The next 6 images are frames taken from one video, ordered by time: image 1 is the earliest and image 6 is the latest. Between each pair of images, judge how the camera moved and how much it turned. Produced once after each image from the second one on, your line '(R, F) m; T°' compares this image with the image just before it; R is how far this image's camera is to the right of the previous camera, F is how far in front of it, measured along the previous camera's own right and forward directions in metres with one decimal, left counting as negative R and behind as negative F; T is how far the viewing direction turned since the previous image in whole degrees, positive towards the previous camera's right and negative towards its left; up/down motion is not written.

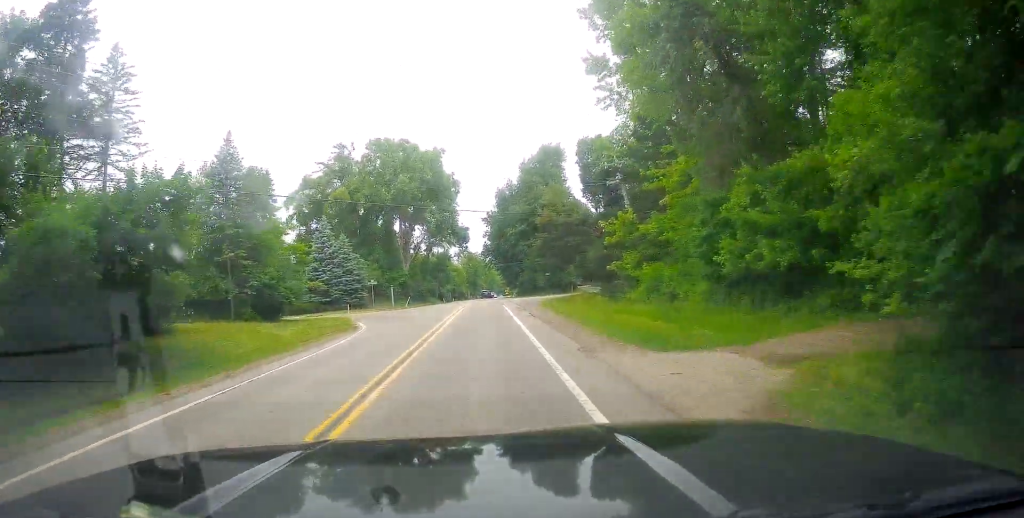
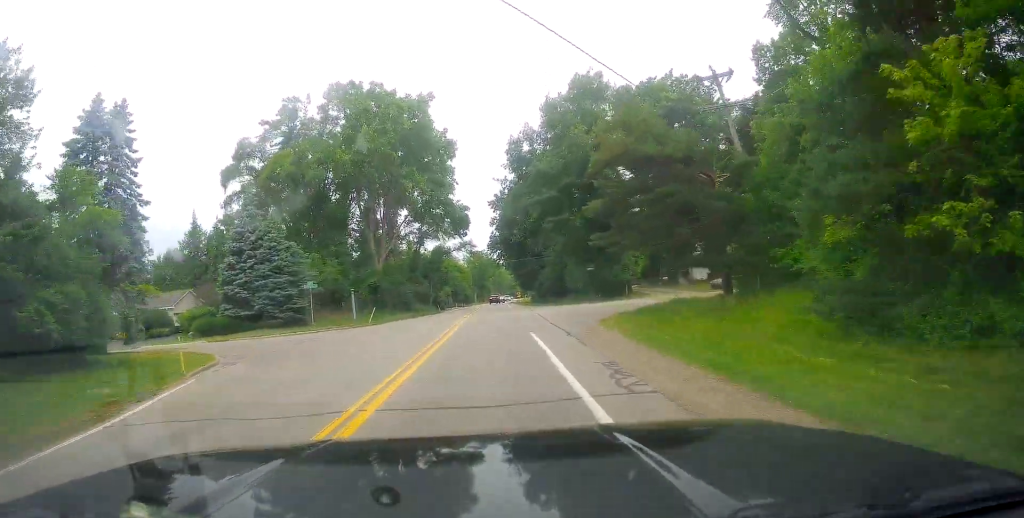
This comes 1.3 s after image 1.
(-0.1, +25.6) m; -2°
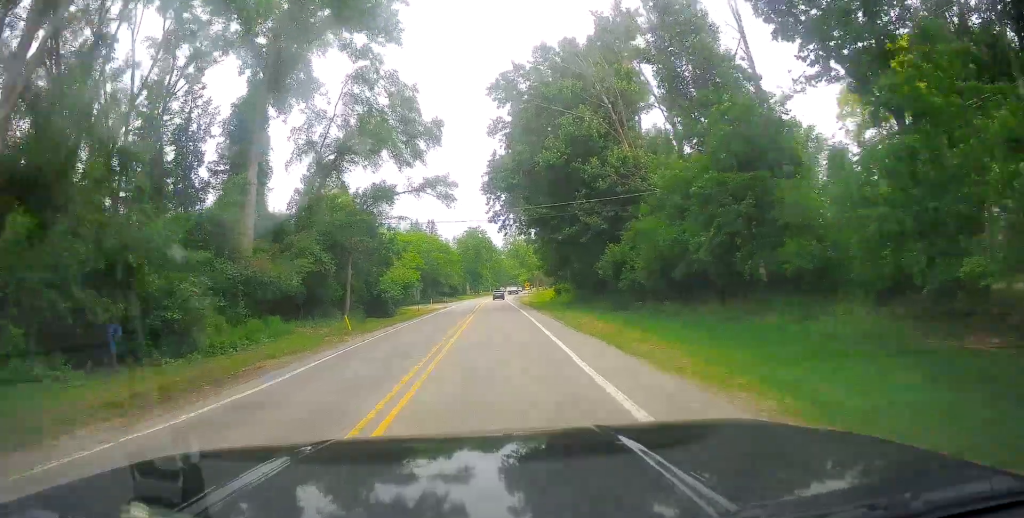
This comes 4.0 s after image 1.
(+0.2, +52.0) m; 0°
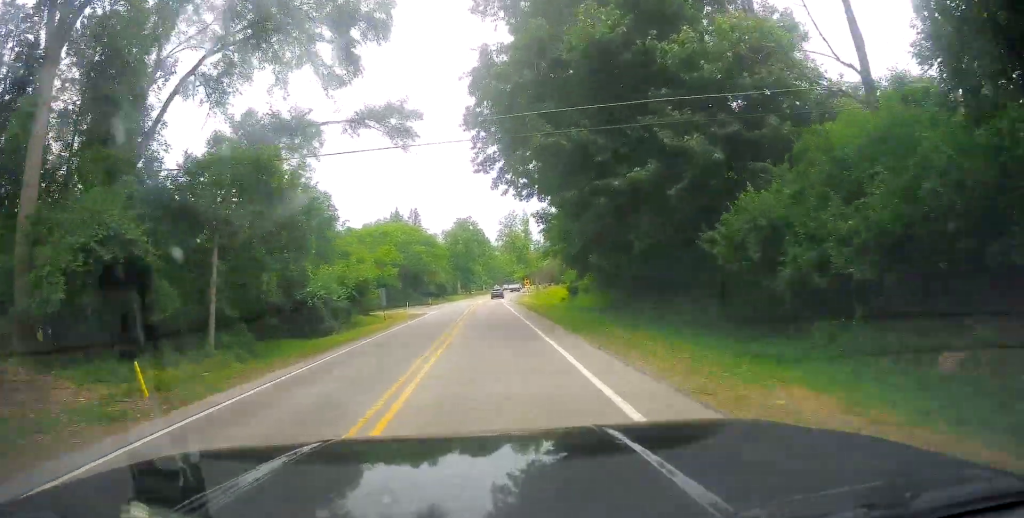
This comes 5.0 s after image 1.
(-0.6, +19.4) m; 0°
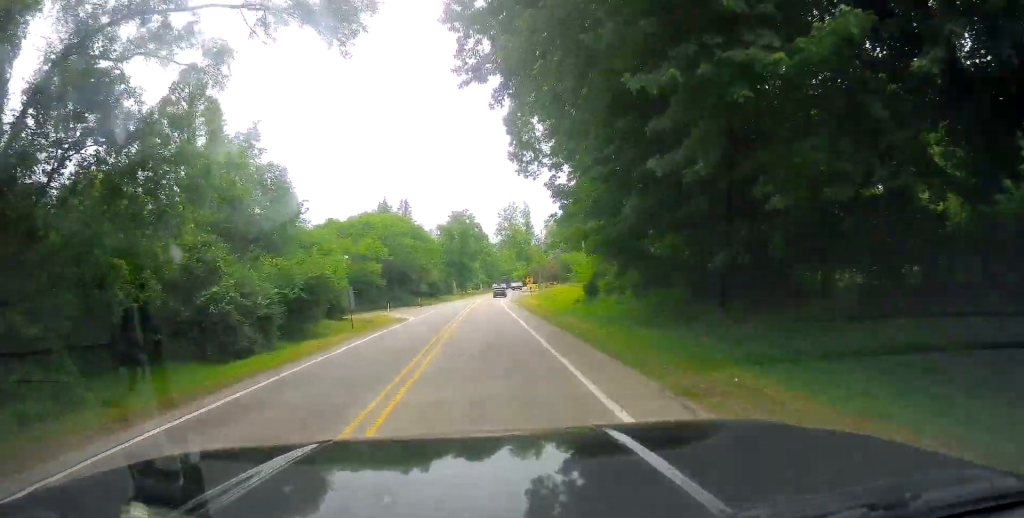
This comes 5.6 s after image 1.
(+0.2, +11.4) m; 0°
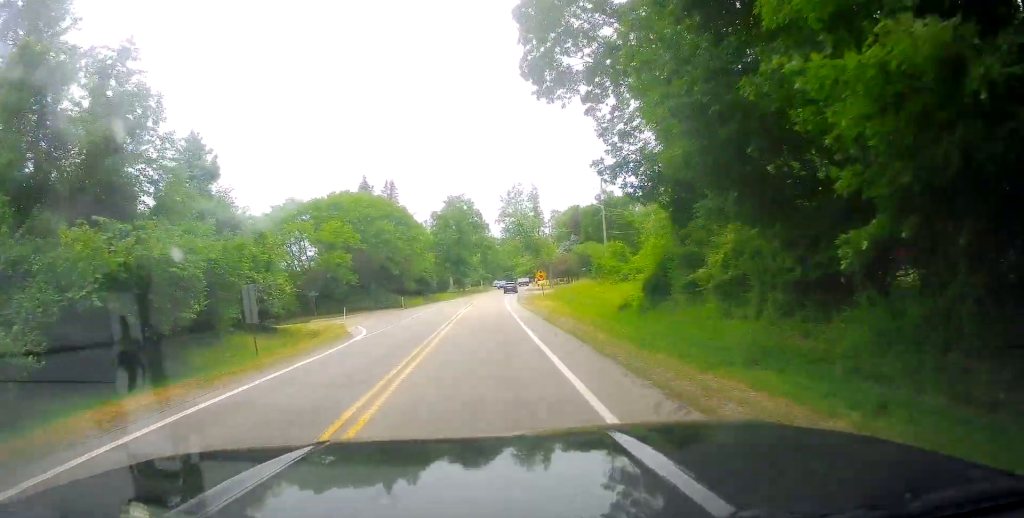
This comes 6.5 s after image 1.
(+0.3, +17.4) m; 0°
